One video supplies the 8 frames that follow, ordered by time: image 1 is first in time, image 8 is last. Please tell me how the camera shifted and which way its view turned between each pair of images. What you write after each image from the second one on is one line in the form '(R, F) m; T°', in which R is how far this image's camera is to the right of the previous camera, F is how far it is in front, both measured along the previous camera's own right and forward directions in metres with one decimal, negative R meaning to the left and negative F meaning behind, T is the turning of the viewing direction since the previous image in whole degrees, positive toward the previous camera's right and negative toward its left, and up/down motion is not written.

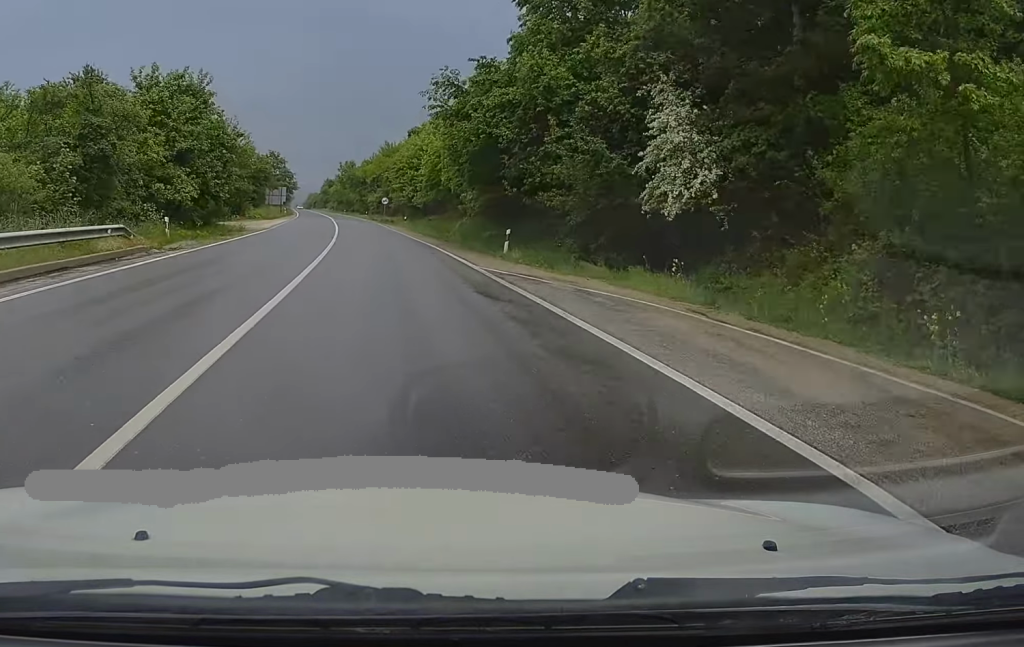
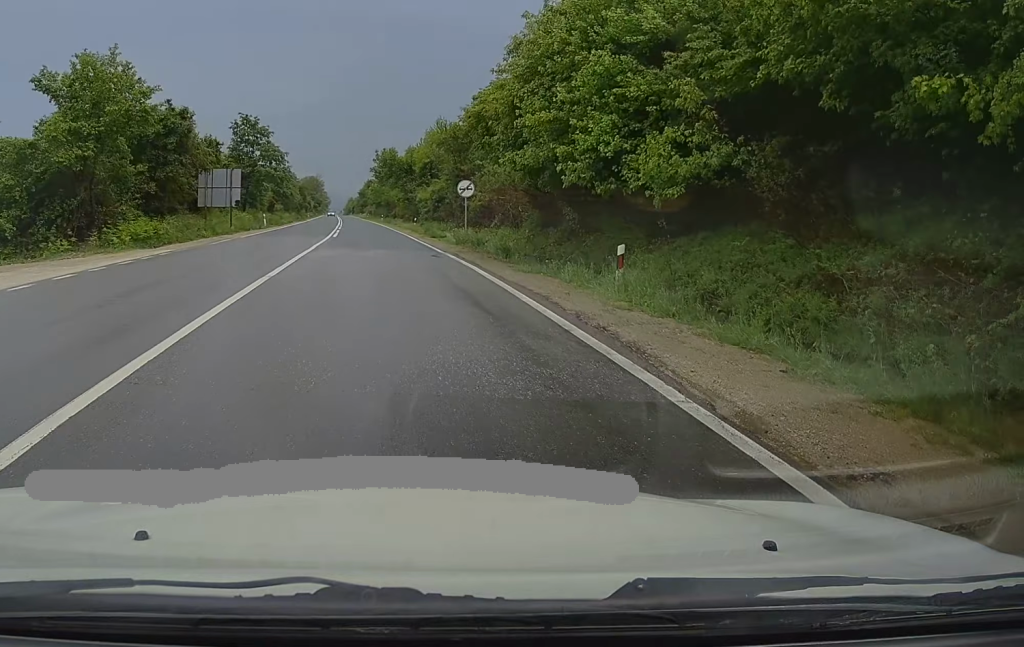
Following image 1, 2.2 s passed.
(-1.8, +55.5) m; -3°
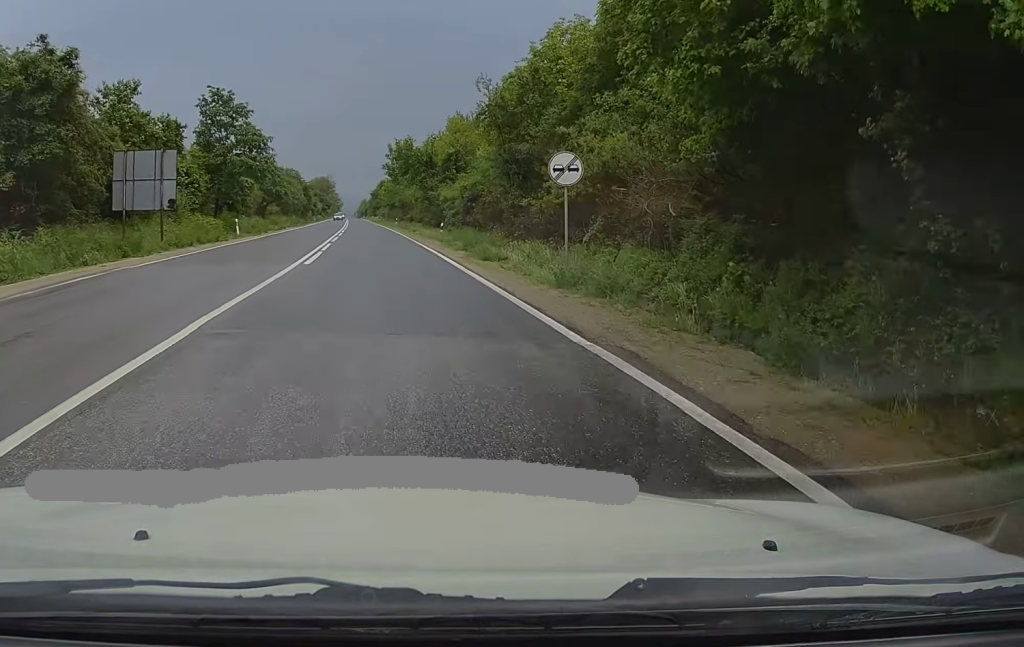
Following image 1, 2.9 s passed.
(-0.1, +17.4) m; -1°
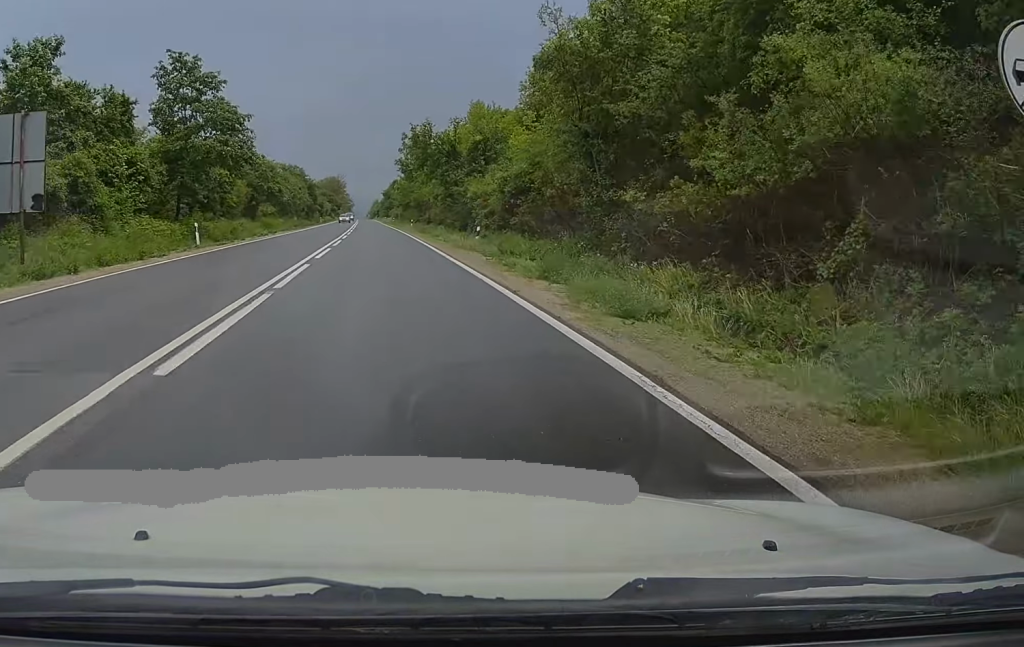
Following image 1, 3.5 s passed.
(0.0, +13.2) m; -1°
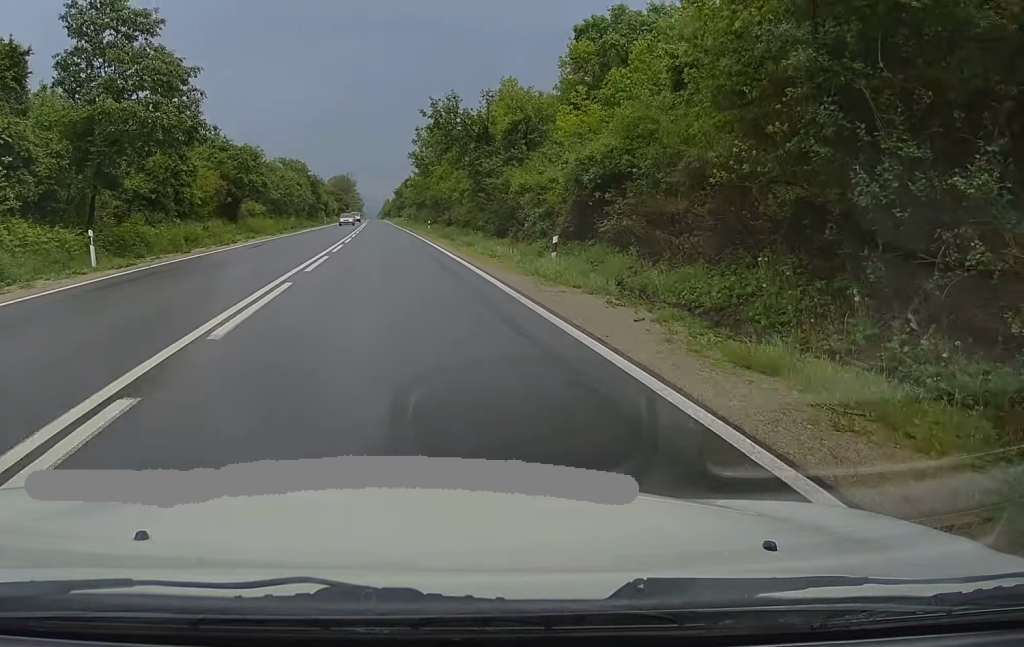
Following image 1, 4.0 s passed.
(-0.2, +14.1) m; -1°
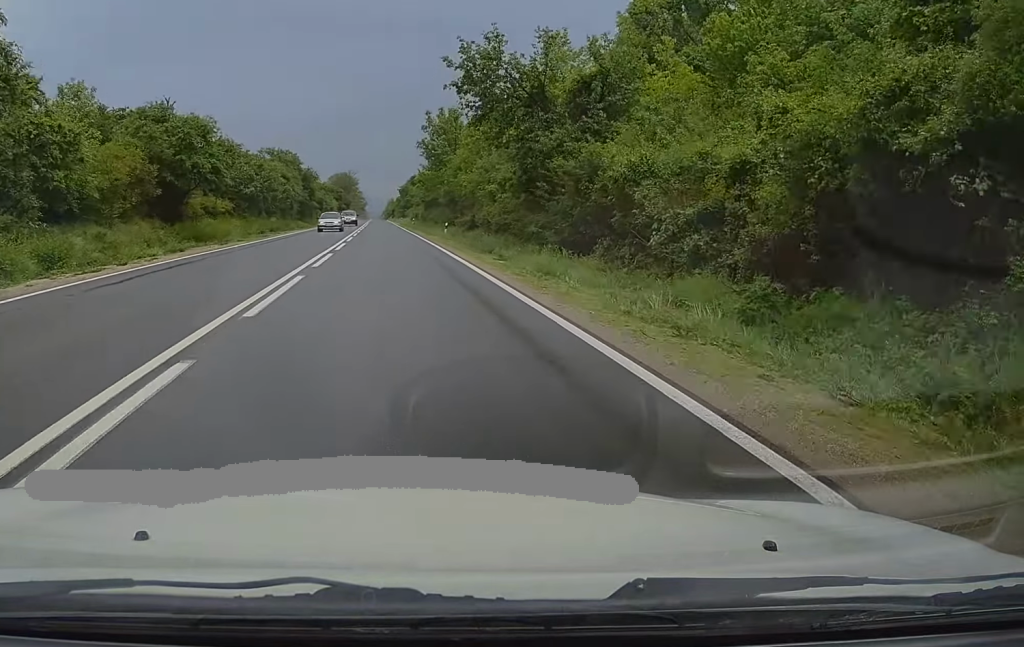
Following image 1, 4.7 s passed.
(-0.1, +16.5) m; 0°
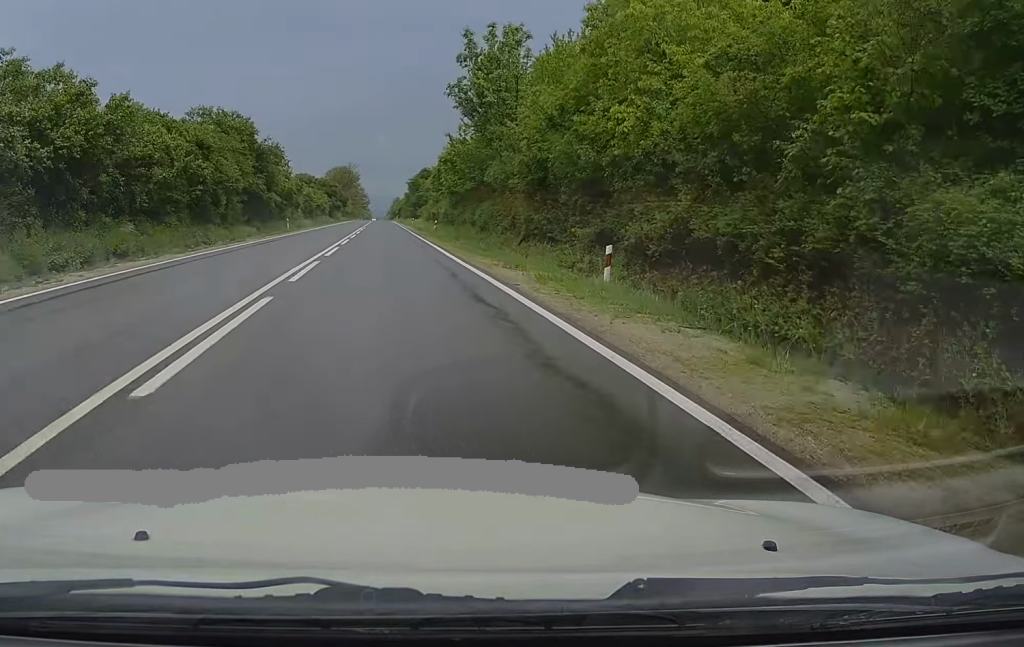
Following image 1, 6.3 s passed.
(+0.1, +39.7) m; -1°
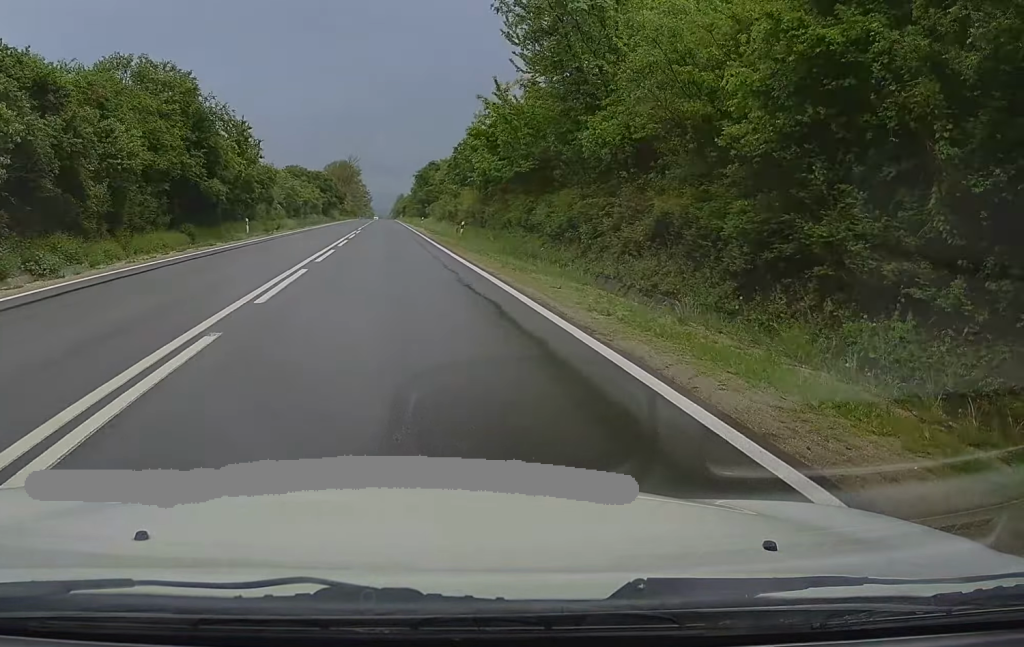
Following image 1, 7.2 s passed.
(-0.4, +21.4) m; 0°
